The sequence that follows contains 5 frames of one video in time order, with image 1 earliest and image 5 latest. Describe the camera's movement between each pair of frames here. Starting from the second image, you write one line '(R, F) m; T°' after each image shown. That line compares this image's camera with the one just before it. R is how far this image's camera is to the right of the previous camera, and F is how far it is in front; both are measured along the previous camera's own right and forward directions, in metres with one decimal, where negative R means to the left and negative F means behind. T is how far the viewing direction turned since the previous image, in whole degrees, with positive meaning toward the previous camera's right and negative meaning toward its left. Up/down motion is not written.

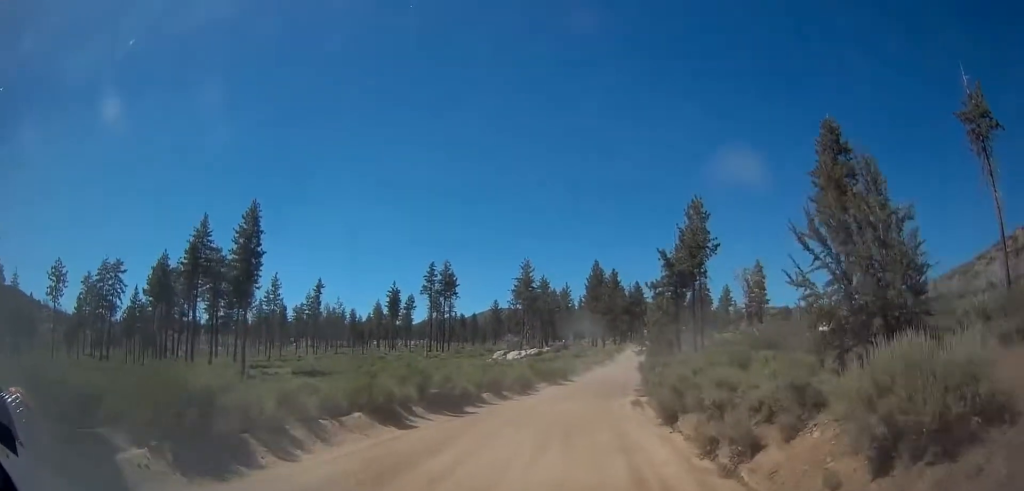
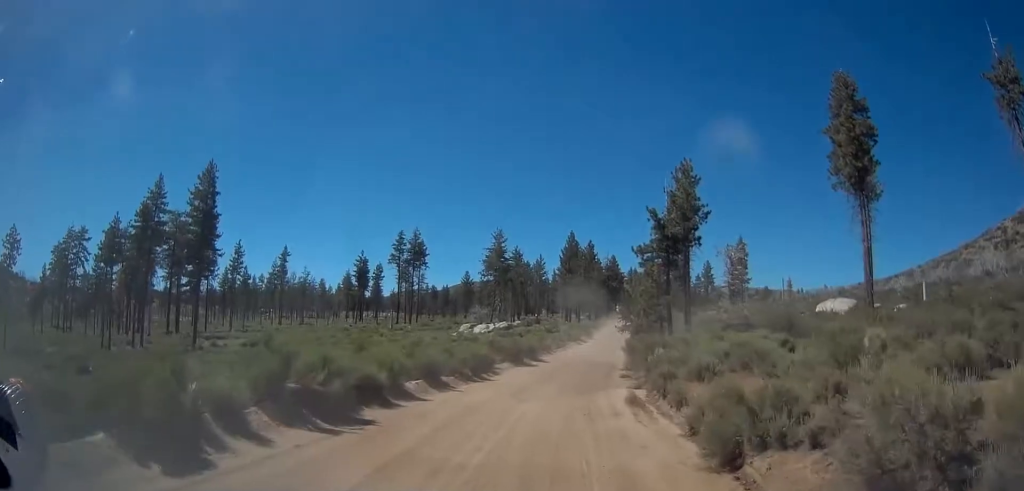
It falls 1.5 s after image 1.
(-0.3, +8.0) m; 0°
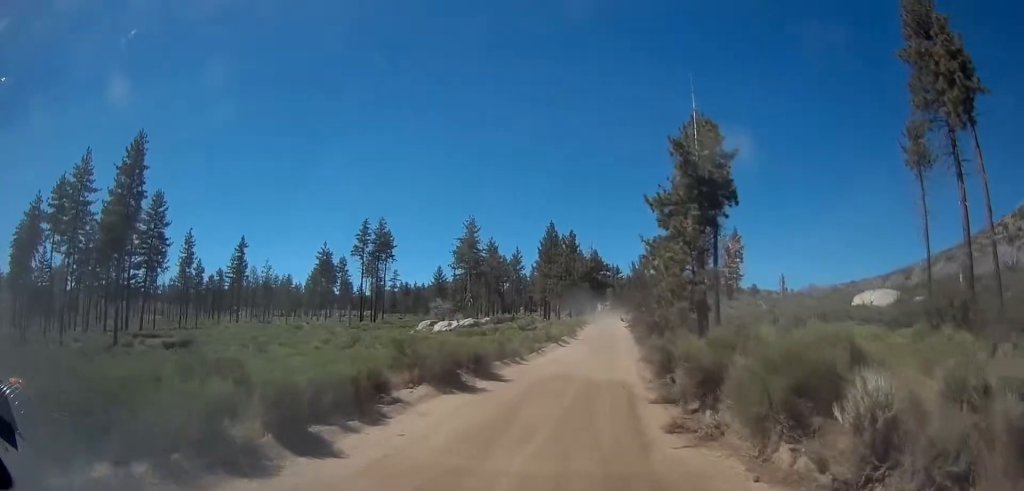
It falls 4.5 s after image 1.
(+0.5, +15.9) m; +3°
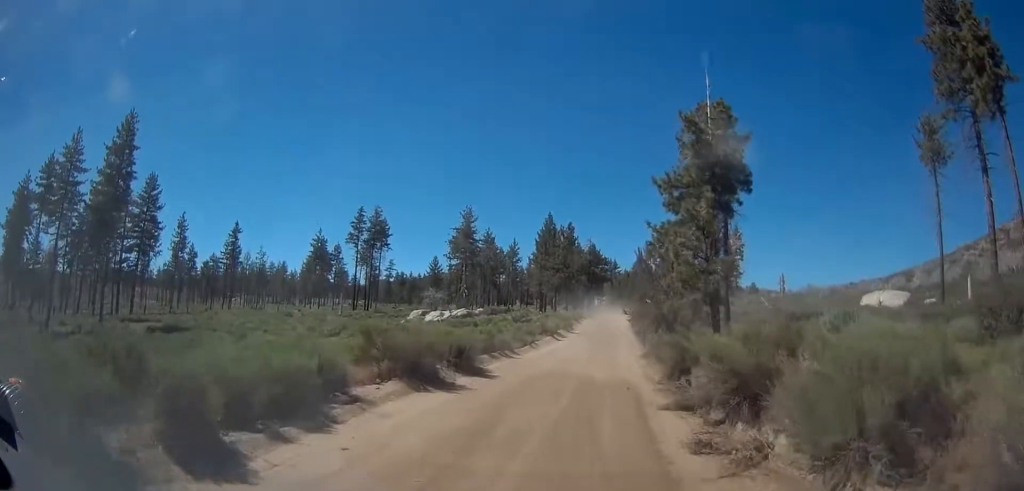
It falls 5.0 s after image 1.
(+0.3, +2.7) m; +1°
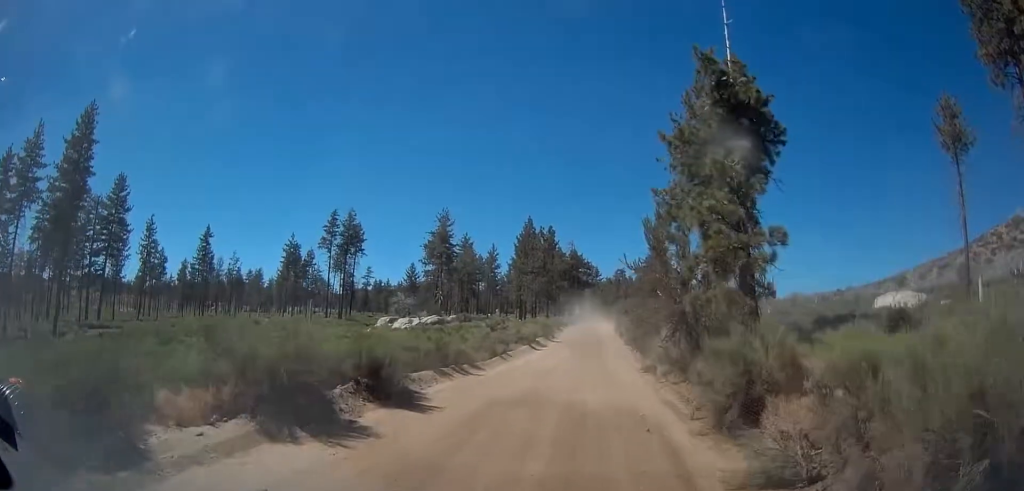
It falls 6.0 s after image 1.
(0.0, +6.5) m; +2°
